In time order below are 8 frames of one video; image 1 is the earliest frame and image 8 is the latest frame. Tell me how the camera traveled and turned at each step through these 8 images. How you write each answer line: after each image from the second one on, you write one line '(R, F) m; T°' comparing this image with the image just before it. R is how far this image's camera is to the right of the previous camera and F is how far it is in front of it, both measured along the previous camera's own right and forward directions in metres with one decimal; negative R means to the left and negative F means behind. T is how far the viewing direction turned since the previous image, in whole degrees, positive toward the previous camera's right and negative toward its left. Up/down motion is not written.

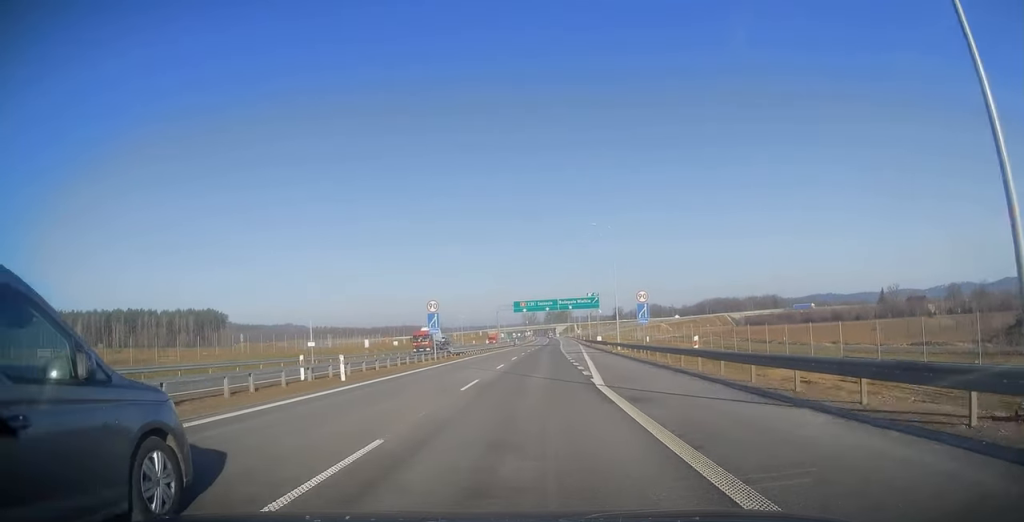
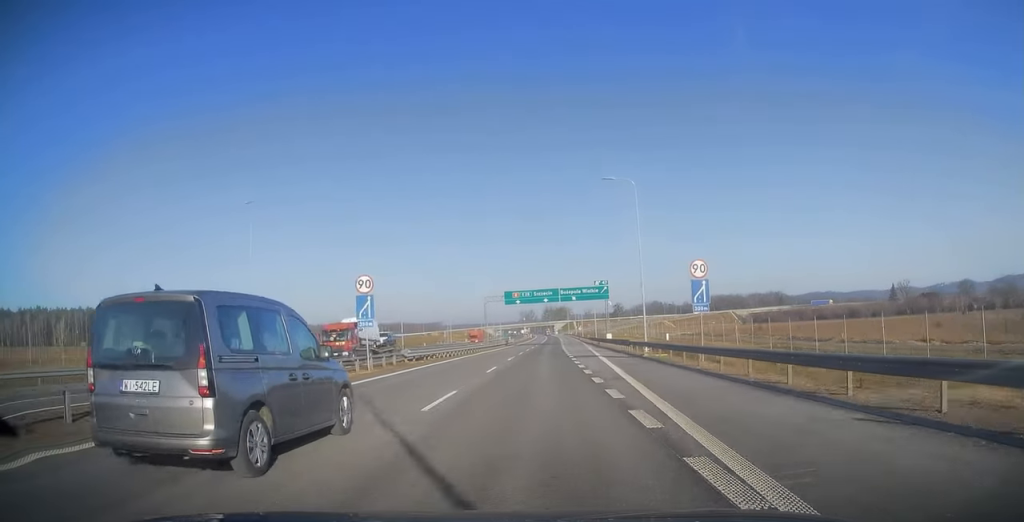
(+0.1, +16.8) m; 0°
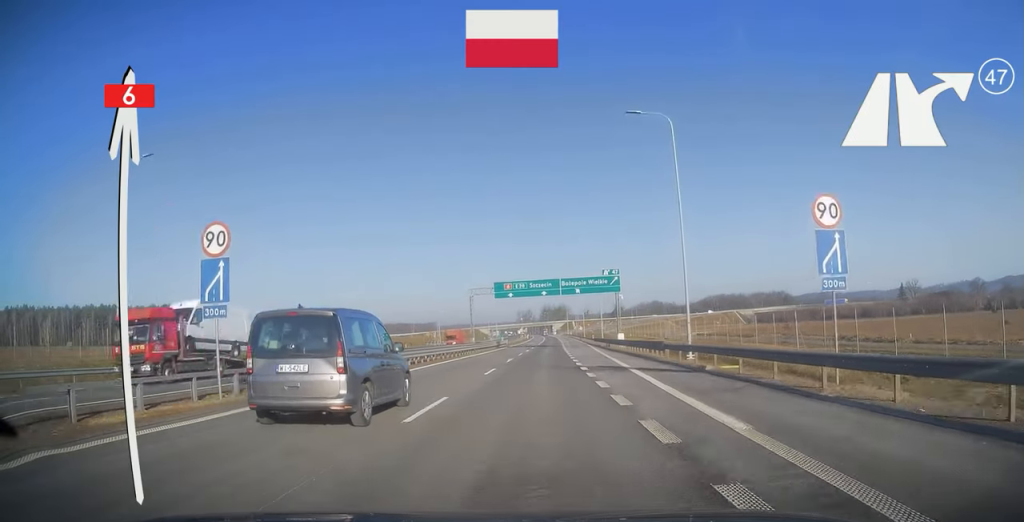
(+0.1, +13.4) m; 0°
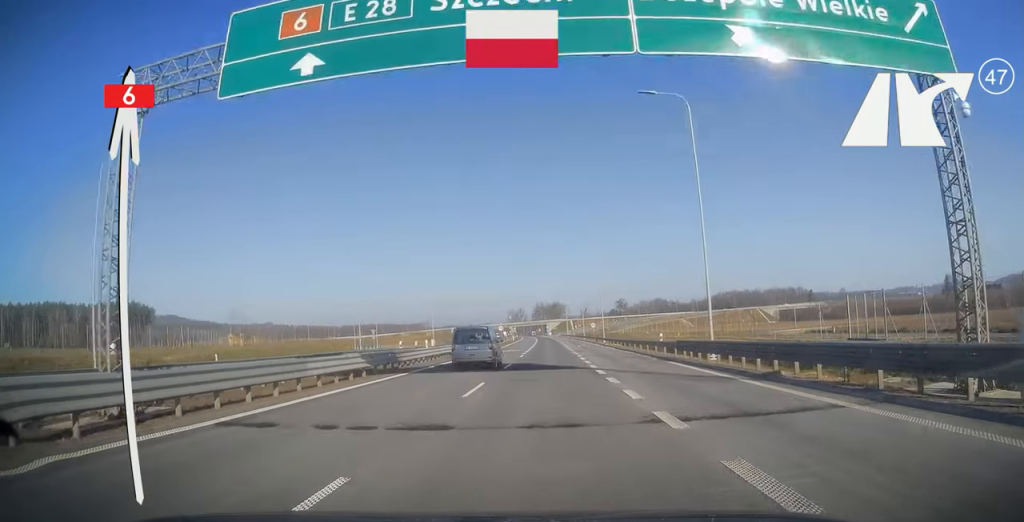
(+0.4, +56.6) m; +1°
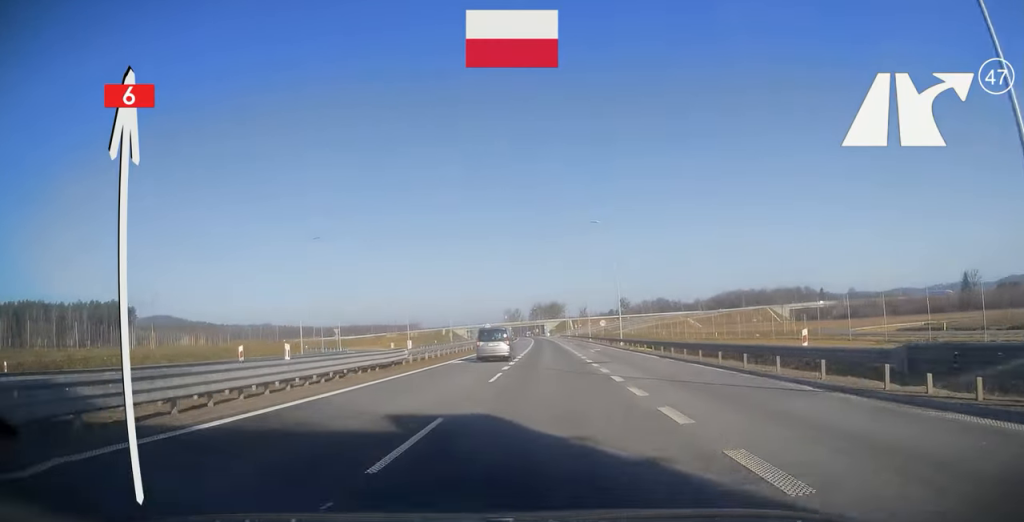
(-0.1, +19.9) m; 0°
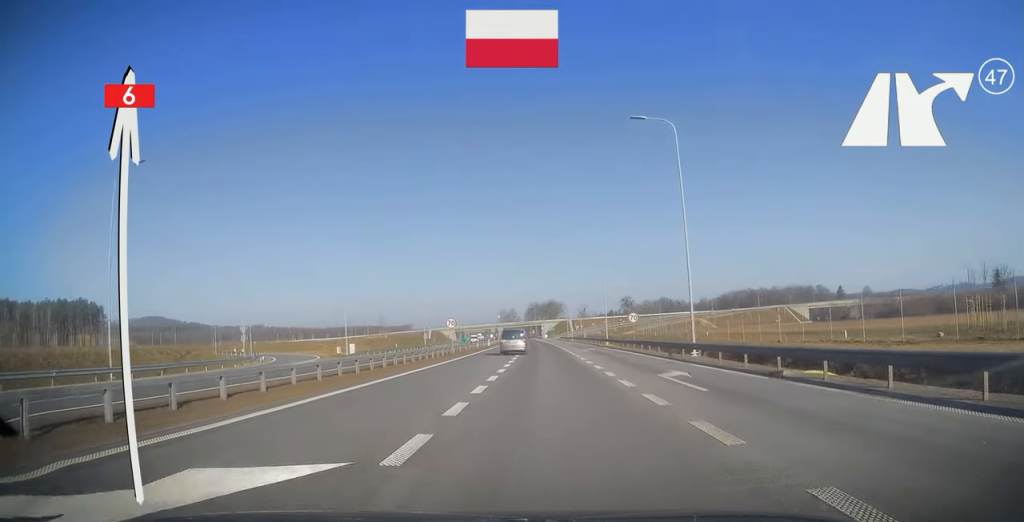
(+0.1, +30.6) m; 0°
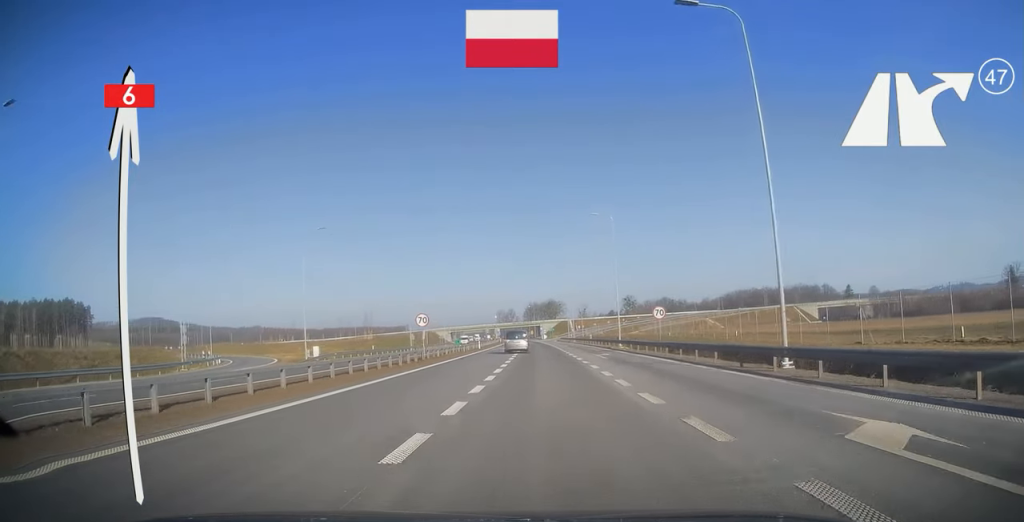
(0.0, +12.1) m; 0°
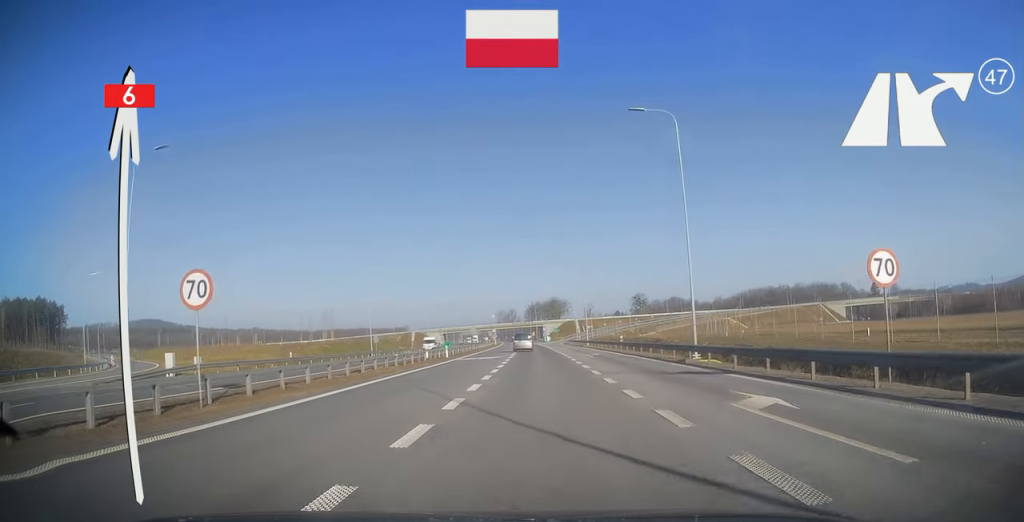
(0.0, +27.5) m; 0°
